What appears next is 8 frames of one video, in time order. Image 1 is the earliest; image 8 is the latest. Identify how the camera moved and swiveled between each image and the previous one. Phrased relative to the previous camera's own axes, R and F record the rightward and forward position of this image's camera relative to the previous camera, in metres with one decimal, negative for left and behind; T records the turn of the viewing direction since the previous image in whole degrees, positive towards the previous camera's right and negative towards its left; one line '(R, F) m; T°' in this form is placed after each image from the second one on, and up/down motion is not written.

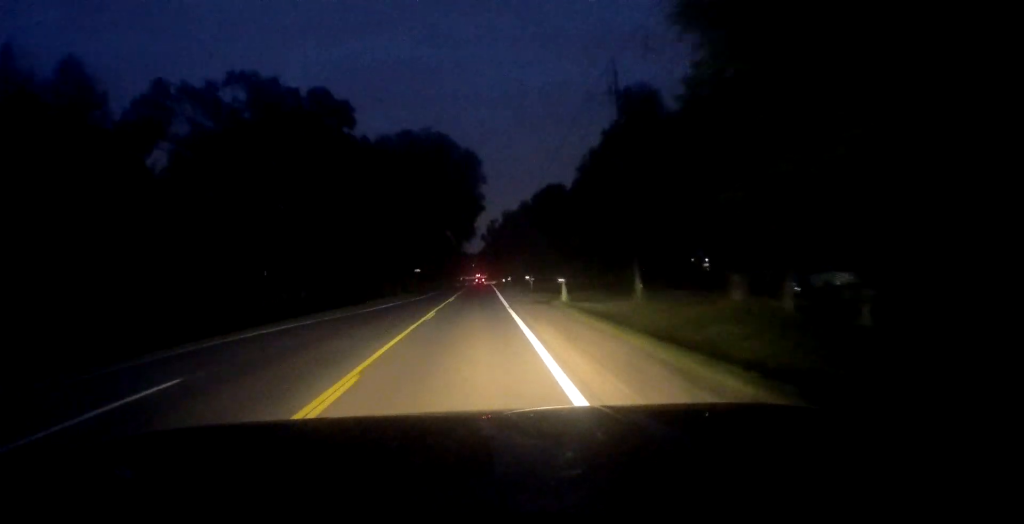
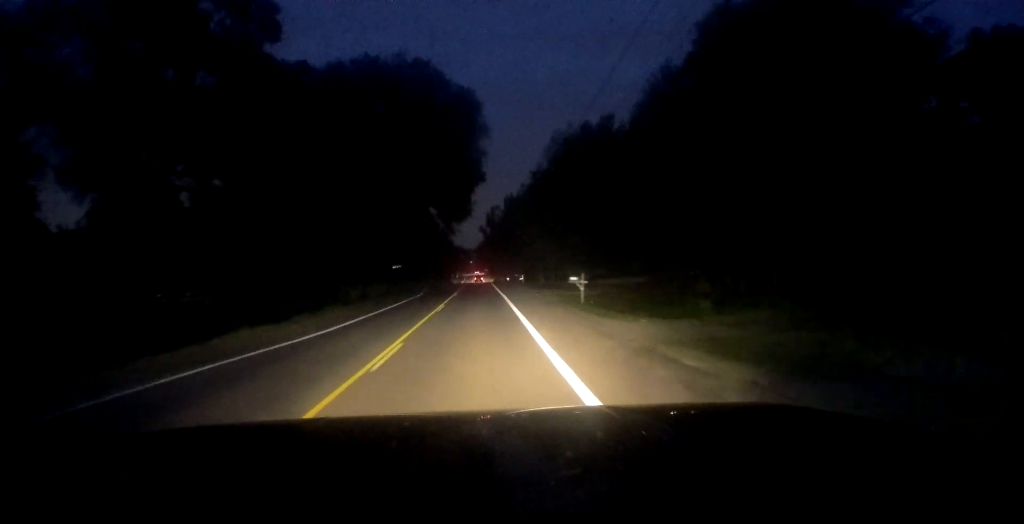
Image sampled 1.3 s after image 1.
(-0.9, +25.7) m; -2°
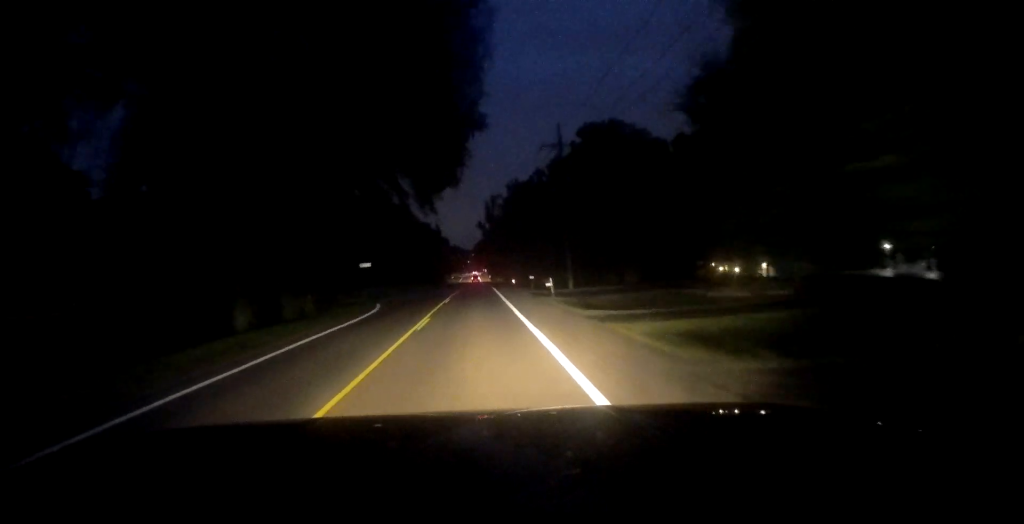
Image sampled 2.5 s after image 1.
(+0.4, +25.1) m; +2°
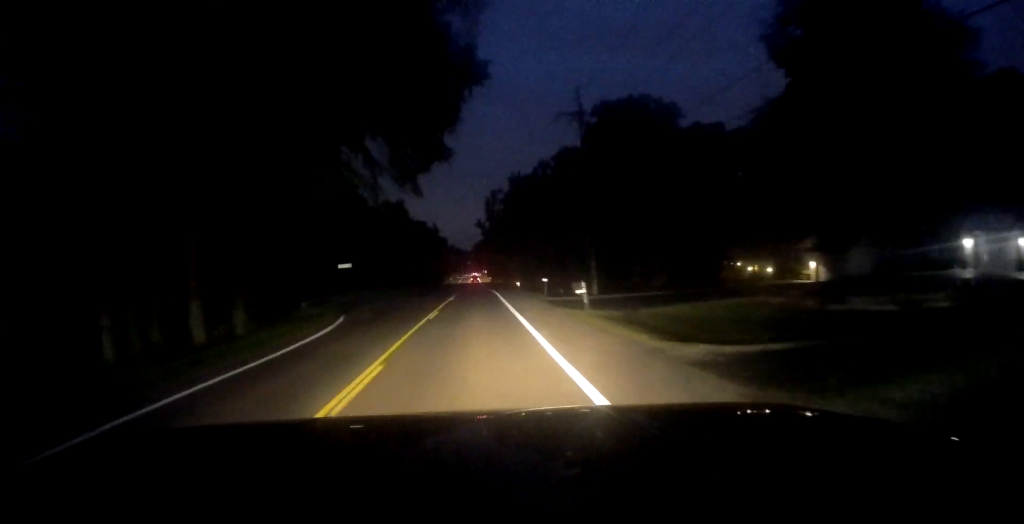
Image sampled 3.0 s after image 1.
(+0.2, +10.6) m; +1°
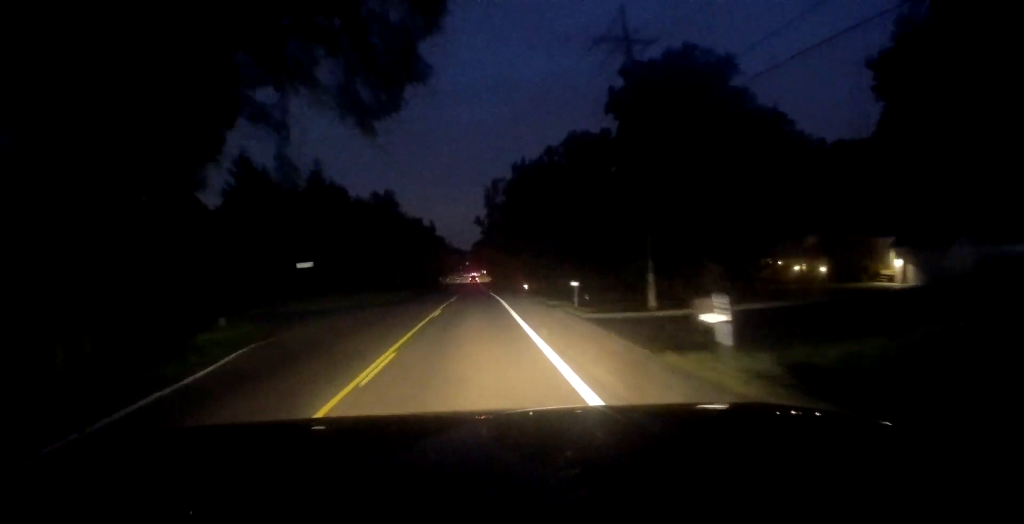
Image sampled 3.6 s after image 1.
(-0.1, +13.4) m; 0°
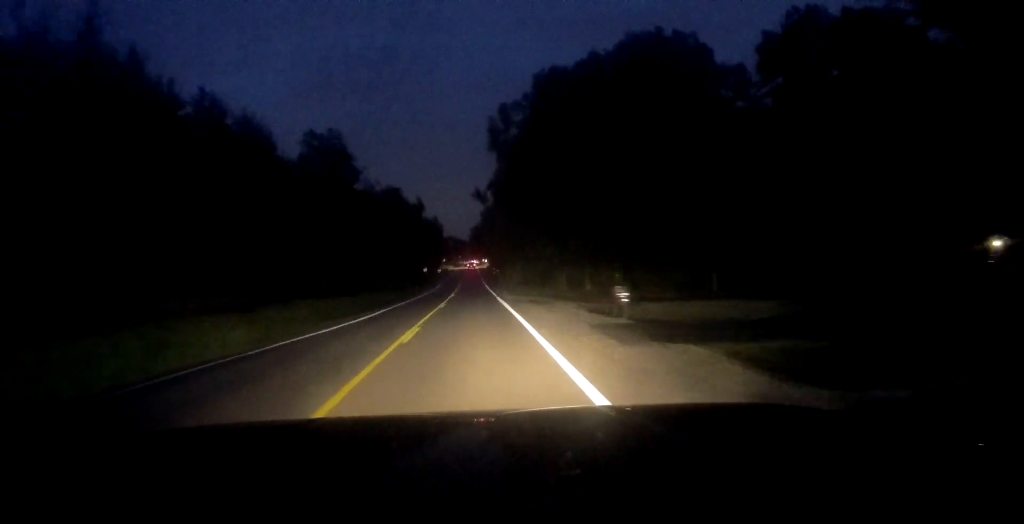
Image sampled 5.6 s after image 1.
(+0.1, +40.1) m; -1°
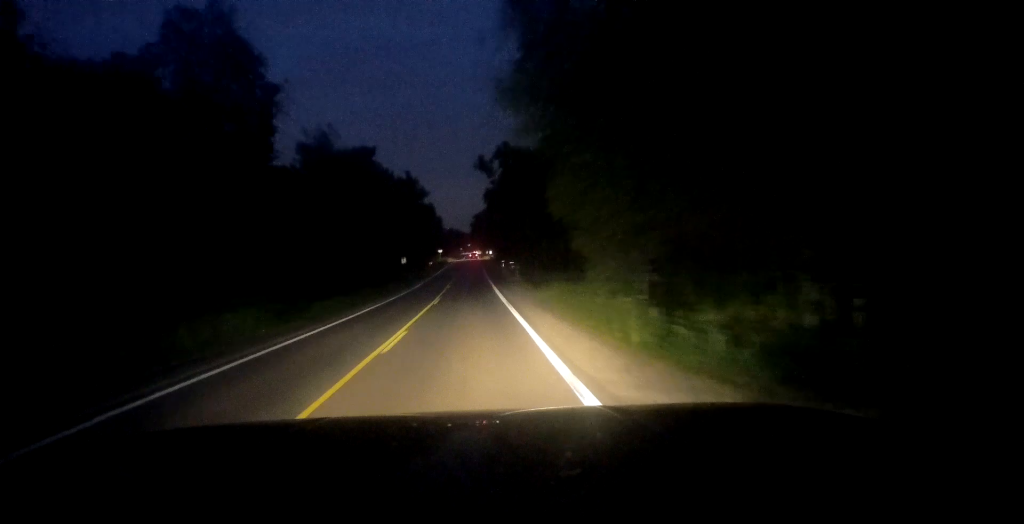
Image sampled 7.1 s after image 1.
(-0.4, +31.8) m; -1°
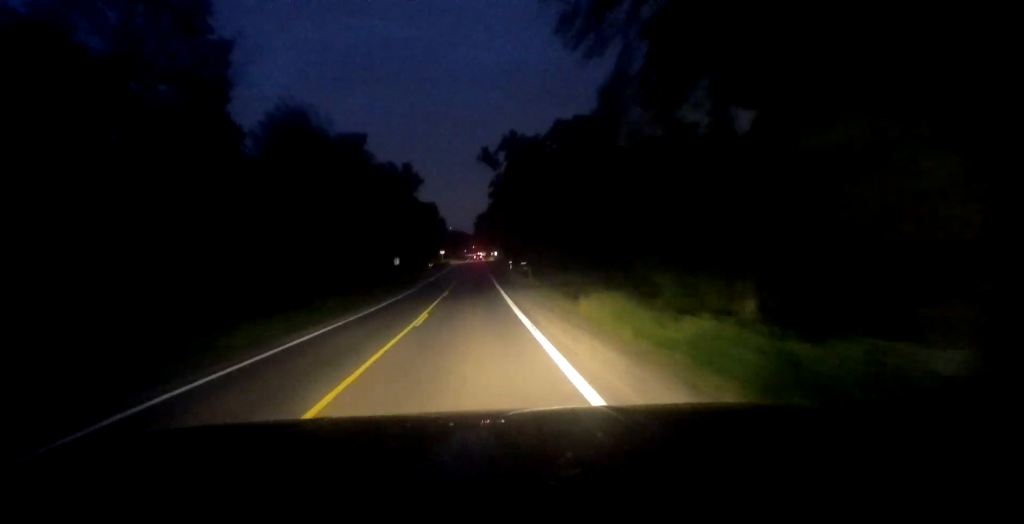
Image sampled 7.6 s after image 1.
(-0.2, +9.2) m; 0°
